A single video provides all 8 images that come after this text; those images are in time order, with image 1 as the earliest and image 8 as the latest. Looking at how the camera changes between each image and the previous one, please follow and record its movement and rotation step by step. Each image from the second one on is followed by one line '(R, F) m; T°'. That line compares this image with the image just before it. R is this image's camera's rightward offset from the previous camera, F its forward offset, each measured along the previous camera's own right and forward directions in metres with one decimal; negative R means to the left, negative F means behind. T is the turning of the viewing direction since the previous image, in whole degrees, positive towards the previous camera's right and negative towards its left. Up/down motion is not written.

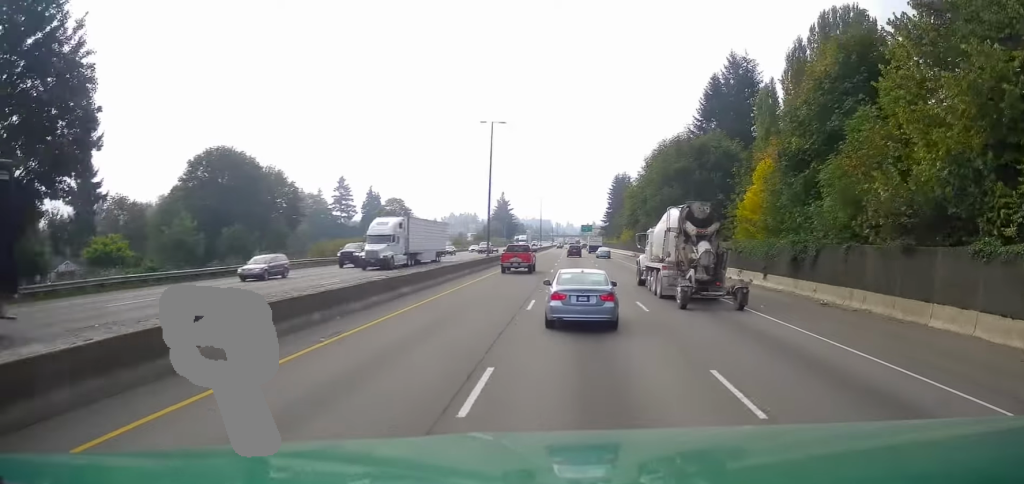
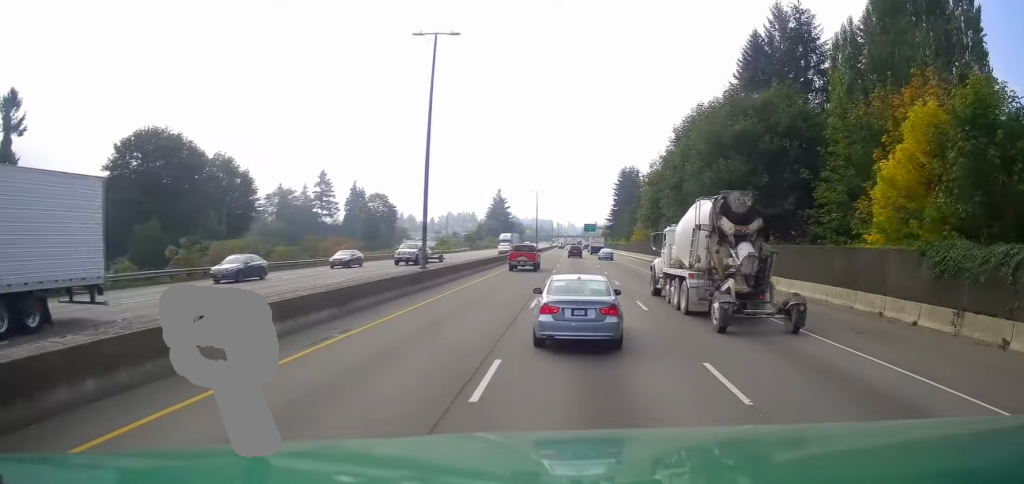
(+0.5, +22.5) m; +2°
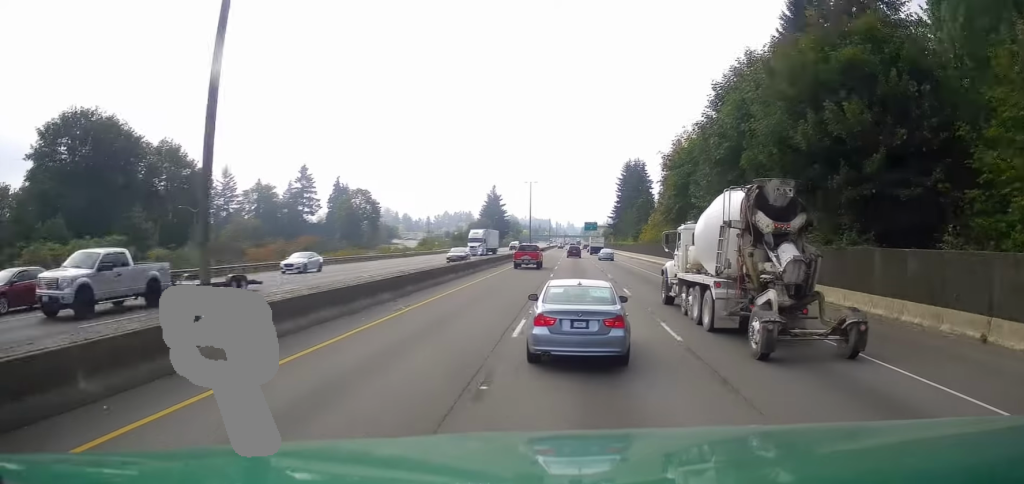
(+0.3, +18.0) m; 0°
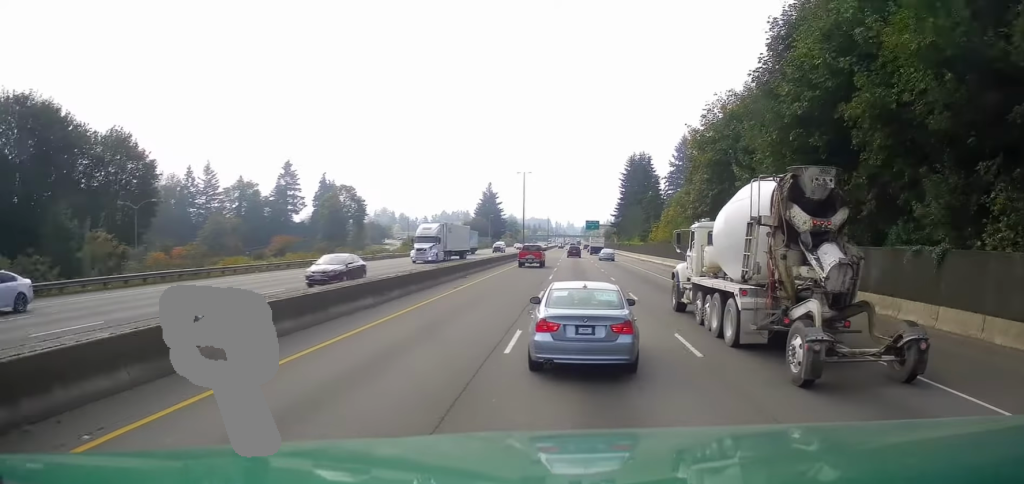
(-0.2, +13.6) m; 0°
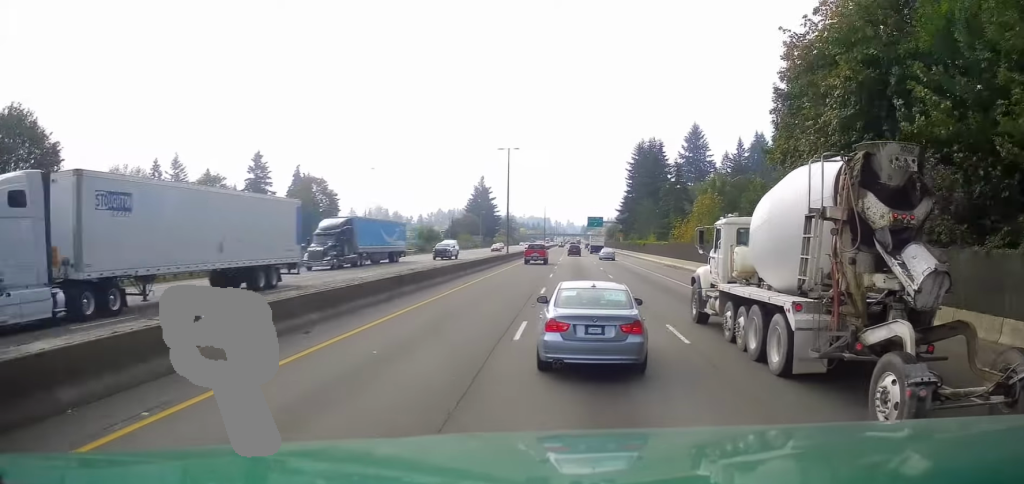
(+0.4, +23.7) m; +1°
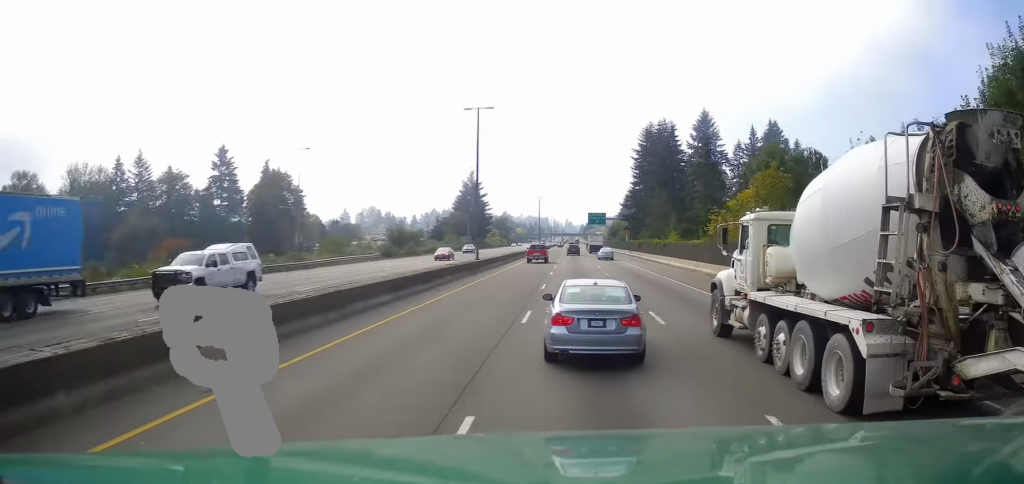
(0.0, +19.9) m; -1°
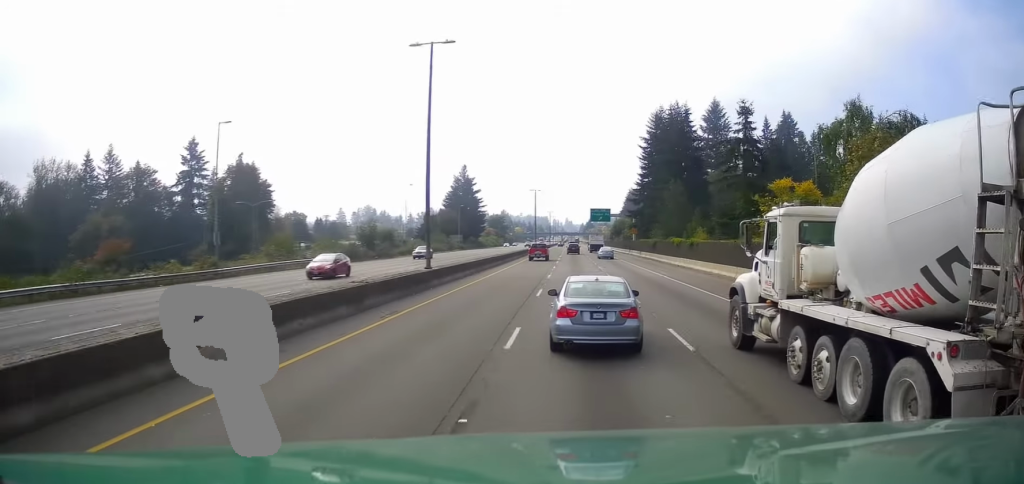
(-0.2, +16.3) m; -1°
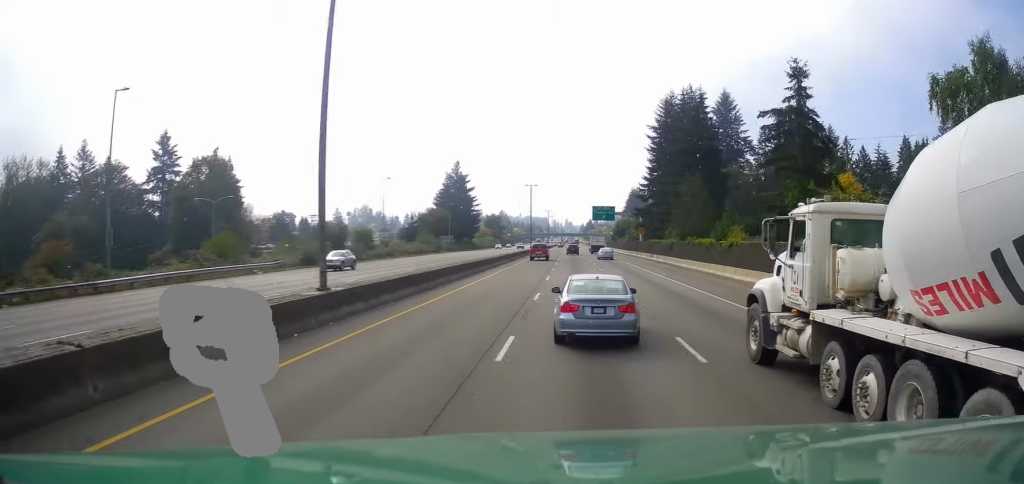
(-0.1, +12.2) m; -1°
